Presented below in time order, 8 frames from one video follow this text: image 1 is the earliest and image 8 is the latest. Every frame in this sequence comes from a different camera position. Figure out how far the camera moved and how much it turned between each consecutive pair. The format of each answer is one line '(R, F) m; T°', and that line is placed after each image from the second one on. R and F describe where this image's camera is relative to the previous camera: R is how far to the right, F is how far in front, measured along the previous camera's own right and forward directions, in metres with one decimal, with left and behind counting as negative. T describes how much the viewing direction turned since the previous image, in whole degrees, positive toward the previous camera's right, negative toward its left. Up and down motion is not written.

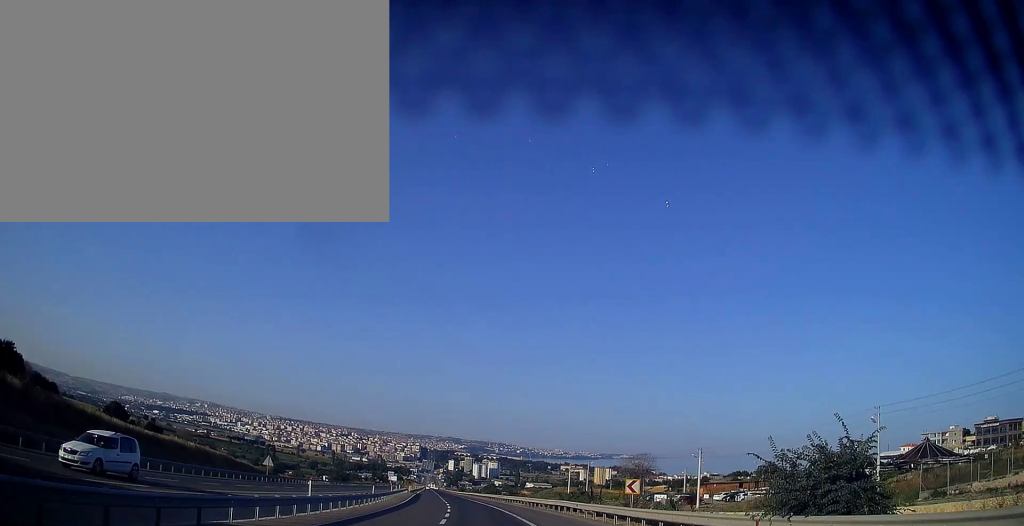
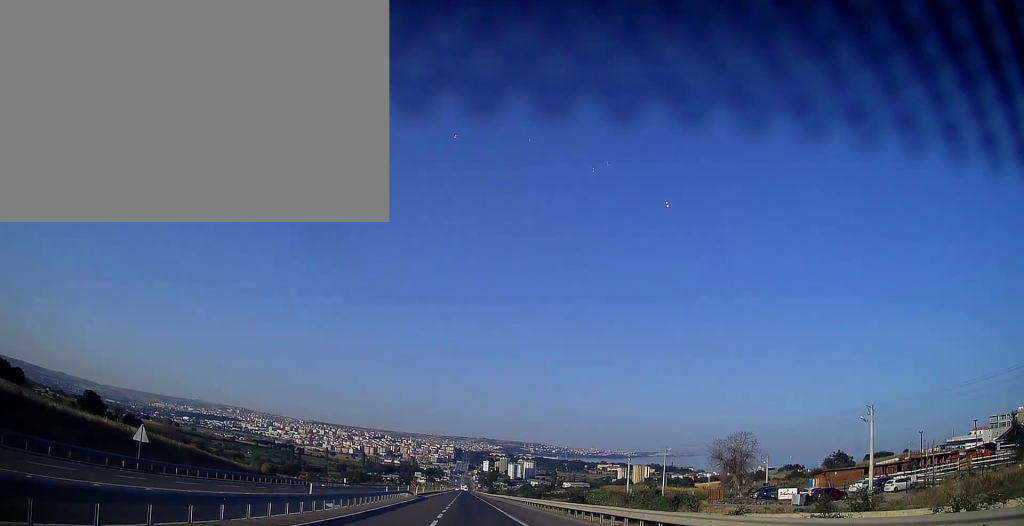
(-1.2, +32.8) m; -4°
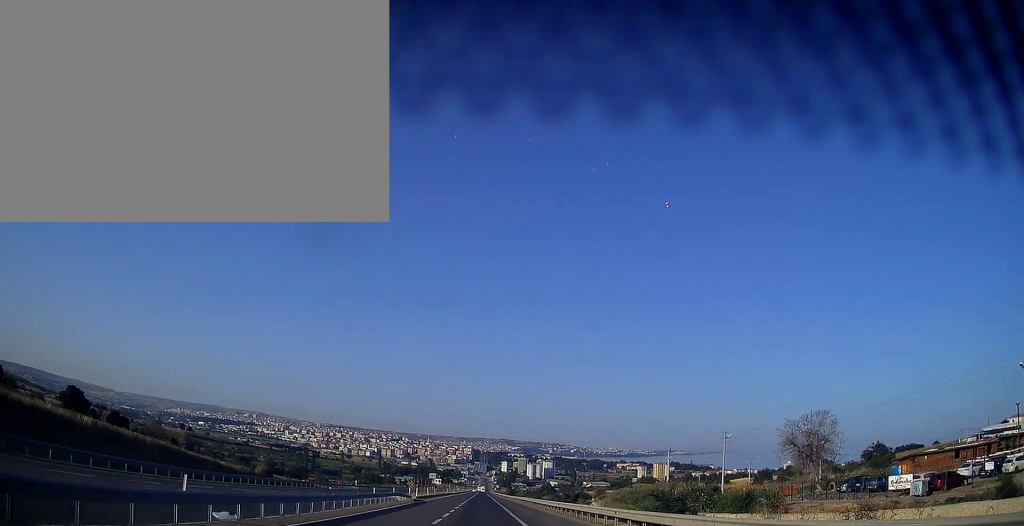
(-0.2, +16.8) m; -1°
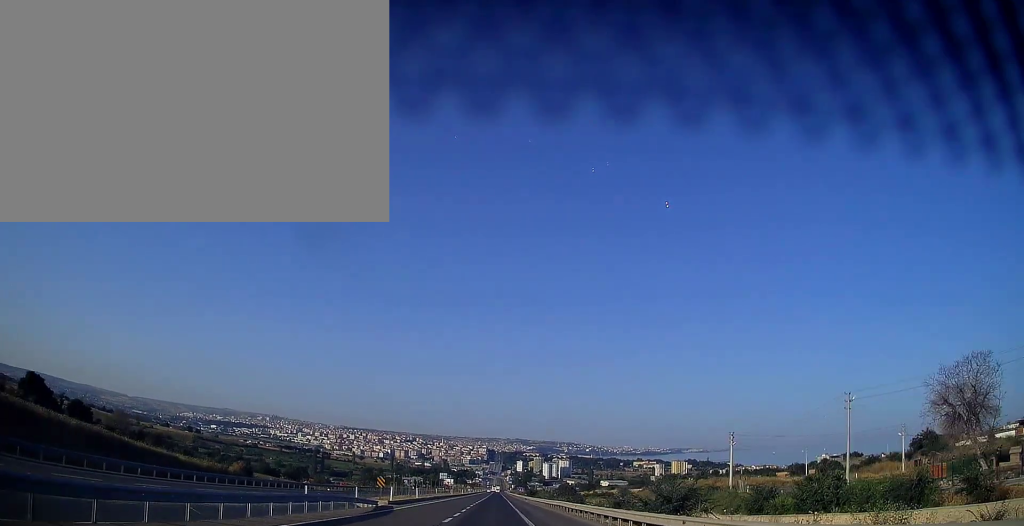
(-0.2, +23.7) m; -1°
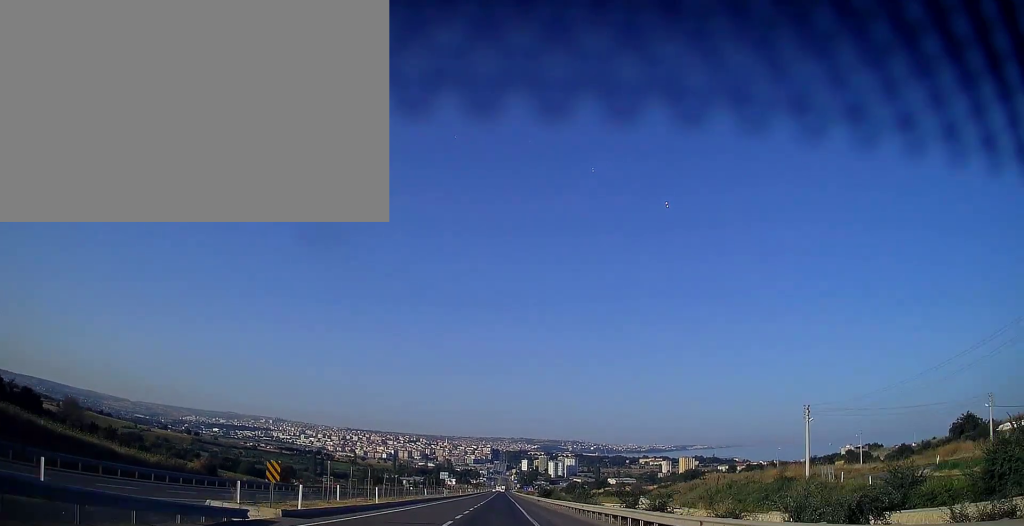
(-0.4, +20.9) m; -1°
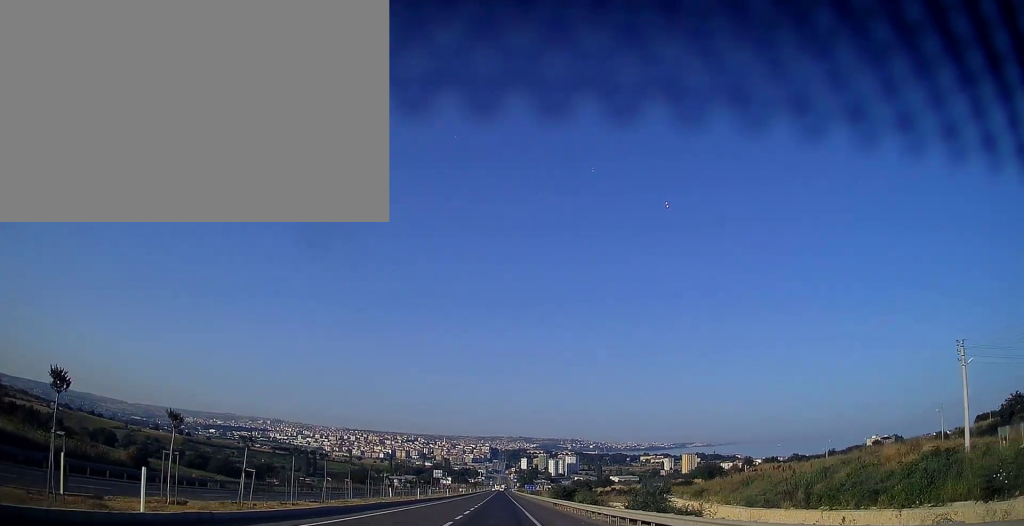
(0.0, +25.2) m; 0°
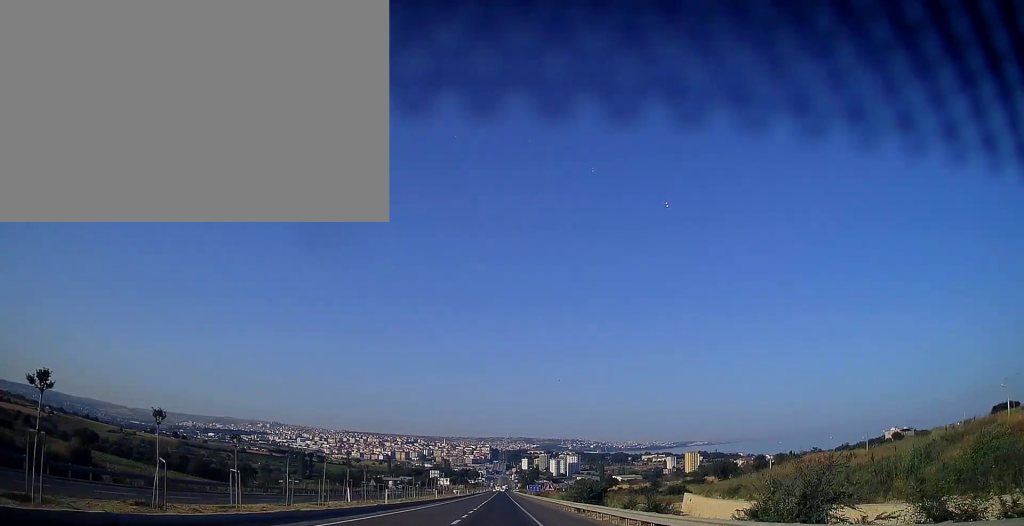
(0.0, +15.7) m; 0°
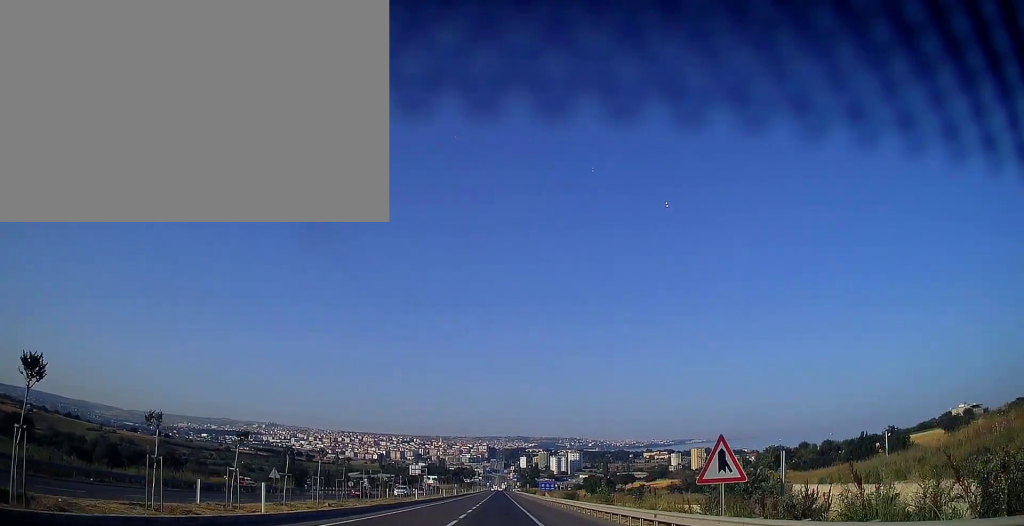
(-0.1, +50.4) m; 0°
